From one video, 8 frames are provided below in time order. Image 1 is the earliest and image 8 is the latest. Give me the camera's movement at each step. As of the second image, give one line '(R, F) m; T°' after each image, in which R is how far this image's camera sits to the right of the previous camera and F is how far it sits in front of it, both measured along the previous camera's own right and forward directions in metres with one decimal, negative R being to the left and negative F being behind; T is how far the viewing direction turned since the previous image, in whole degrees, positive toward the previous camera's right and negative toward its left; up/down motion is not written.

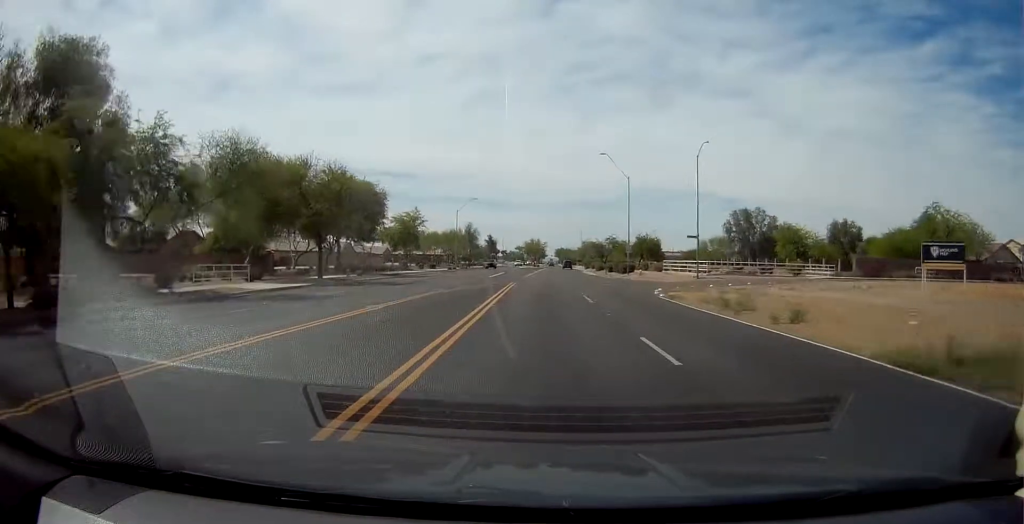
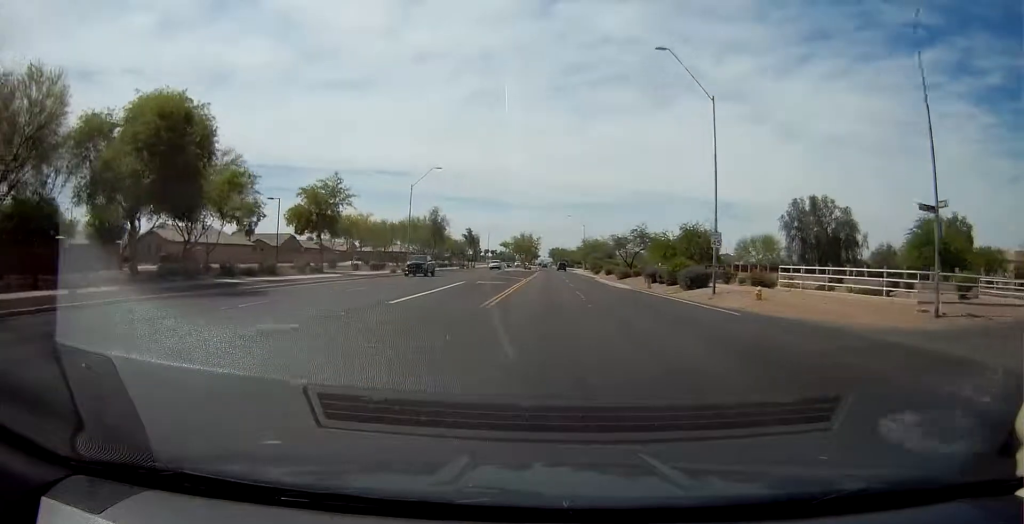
(+0.5, +31.3) m; +2°
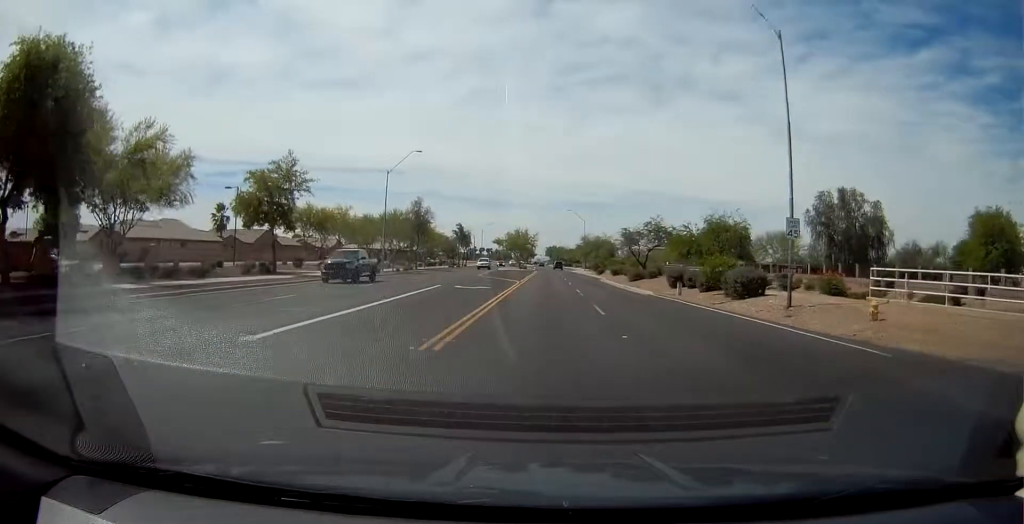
(-0.1, +9.5) m; +1°
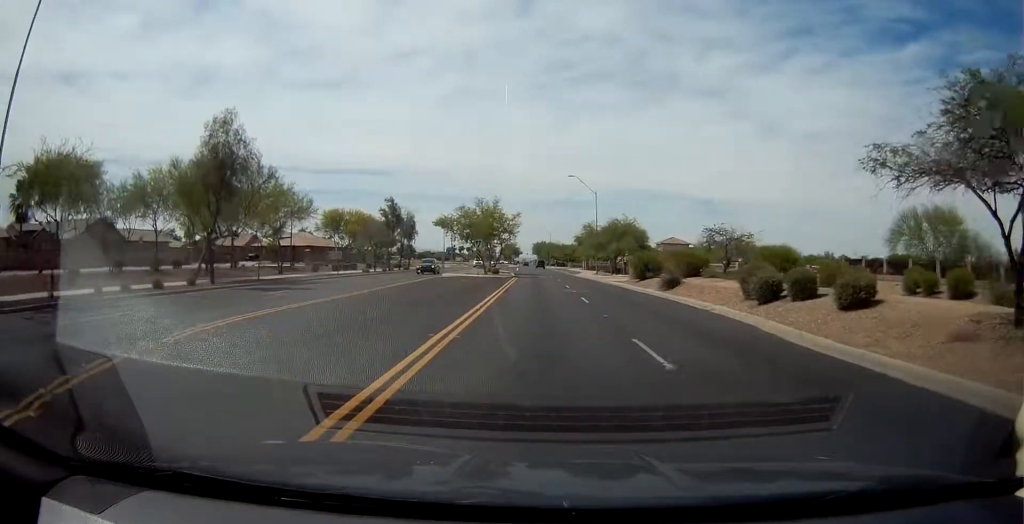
(+0.1, +44.9) m; -2°
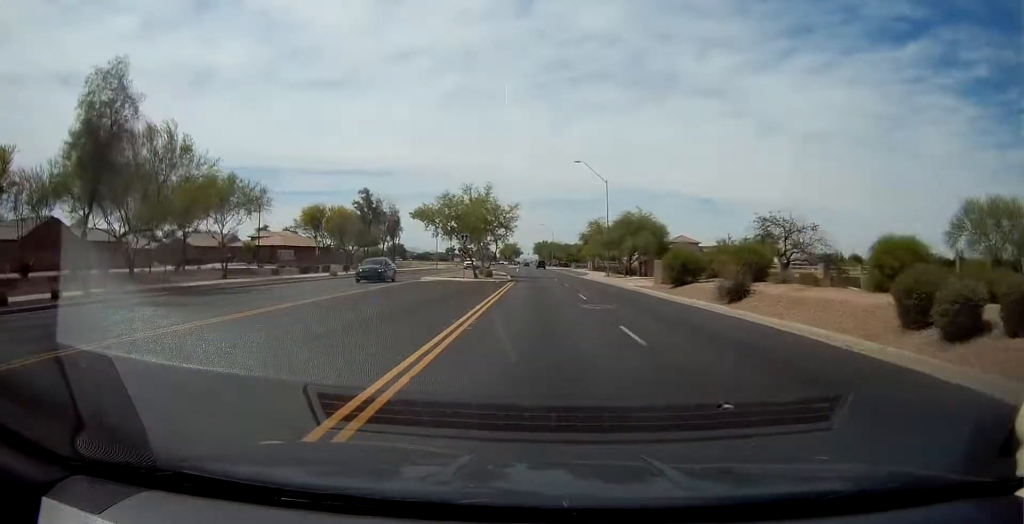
(0.0, +10.0) m; +1°
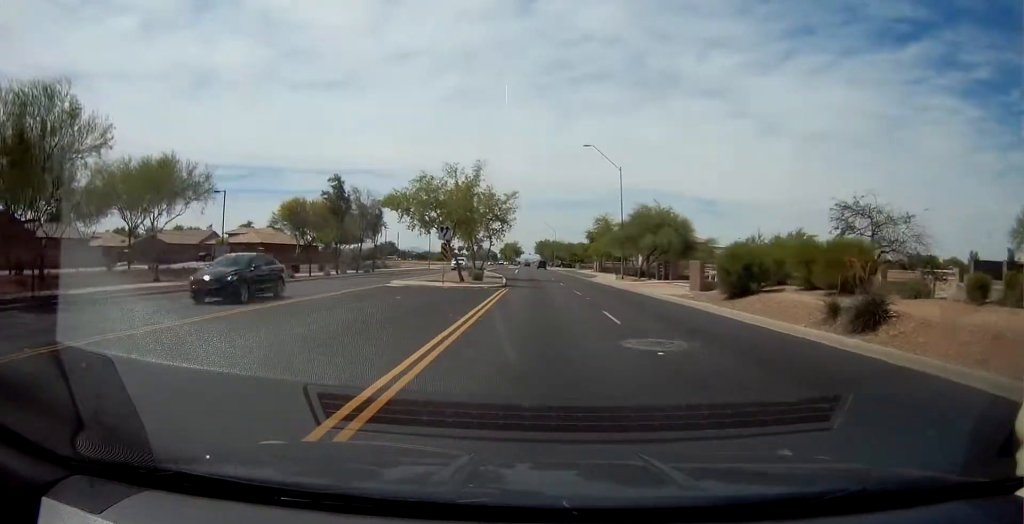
(-0.1, +8.9) m; +1°
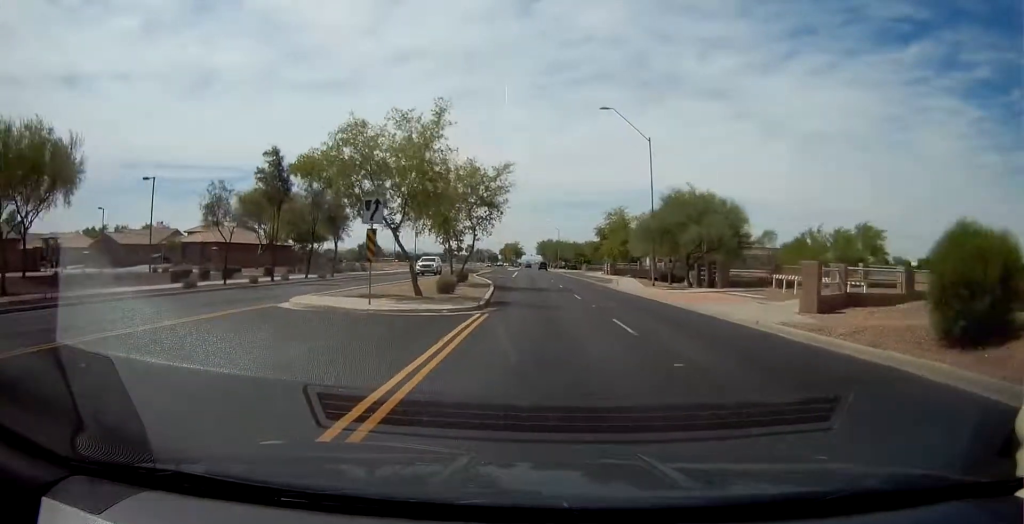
(+0.3, +13.1) m; 0°
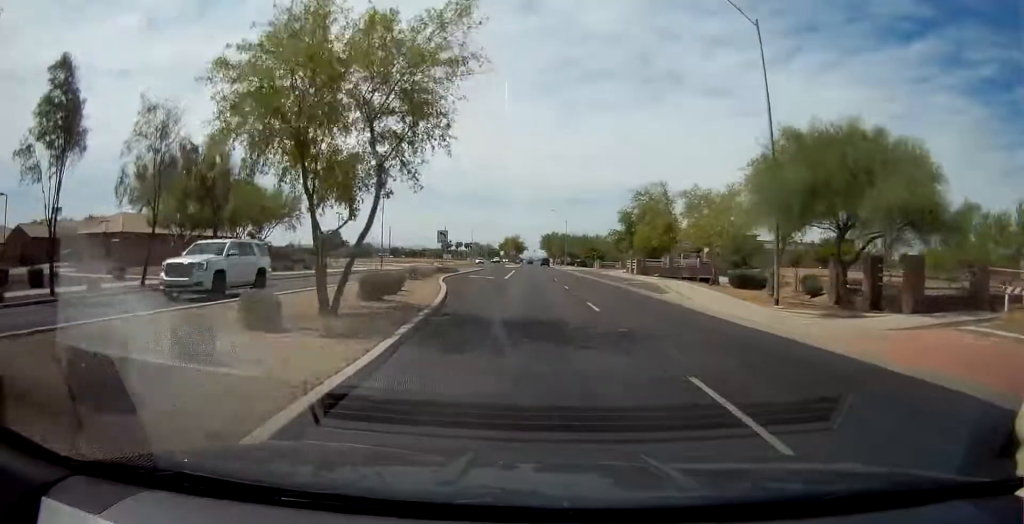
(+0.1, +20.1) m; -1°
